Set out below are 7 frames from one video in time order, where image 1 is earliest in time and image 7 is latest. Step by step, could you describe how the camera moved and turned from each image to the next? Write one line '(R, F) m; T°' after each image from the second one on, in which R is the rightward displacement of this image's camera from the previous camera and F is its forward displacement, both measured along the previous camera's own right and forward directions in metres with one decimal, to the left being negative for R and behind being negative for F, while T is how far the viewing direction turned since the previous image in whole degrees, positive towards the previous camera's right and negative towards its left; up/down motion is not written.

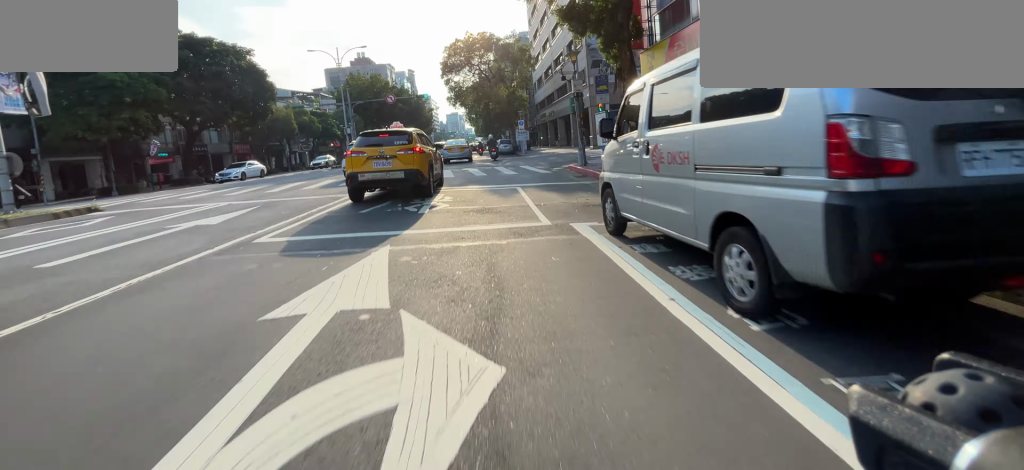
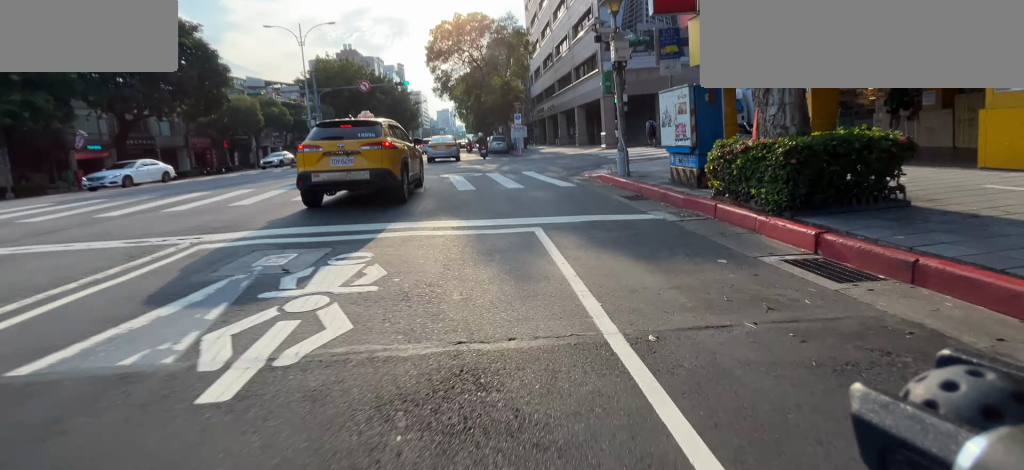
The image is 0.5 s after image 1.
(0.0, +5.7) m; 0°
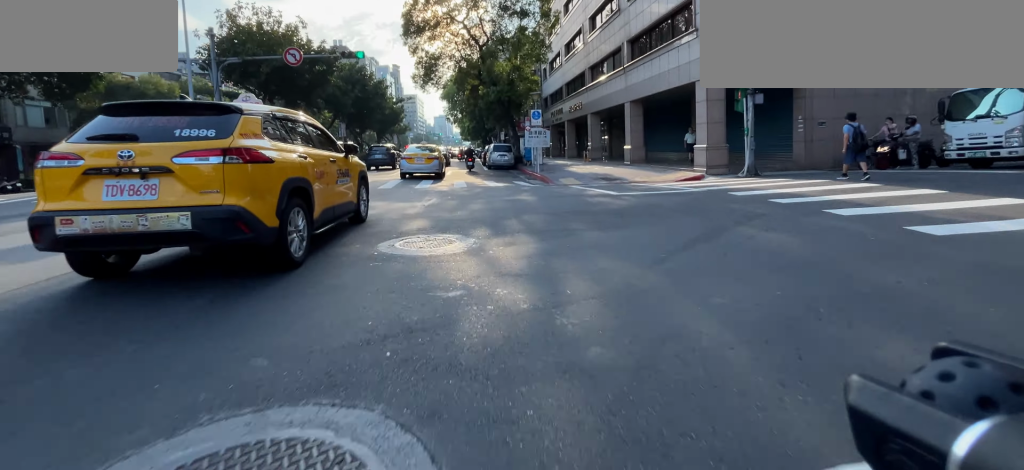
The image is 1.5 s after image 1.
(0.0, +12.8) m; 0°
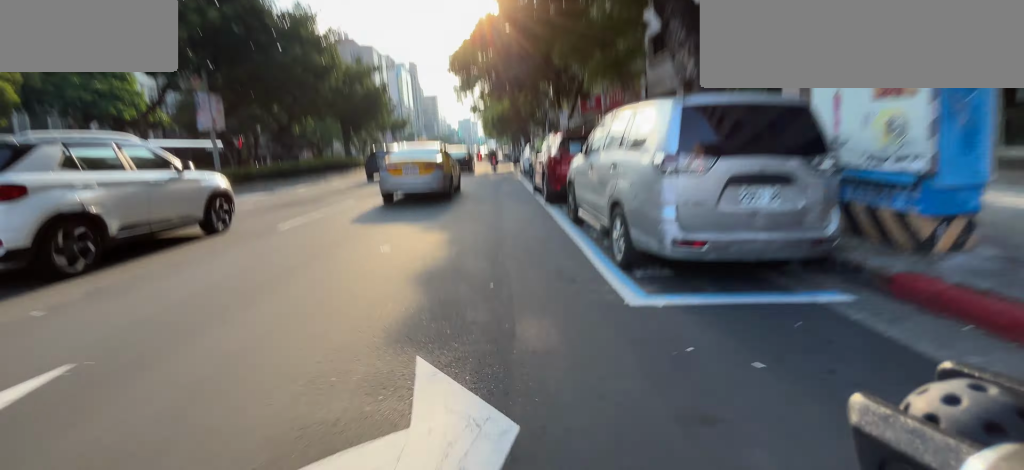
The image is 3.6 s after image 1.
(+0.1, +24.8) m; 0°
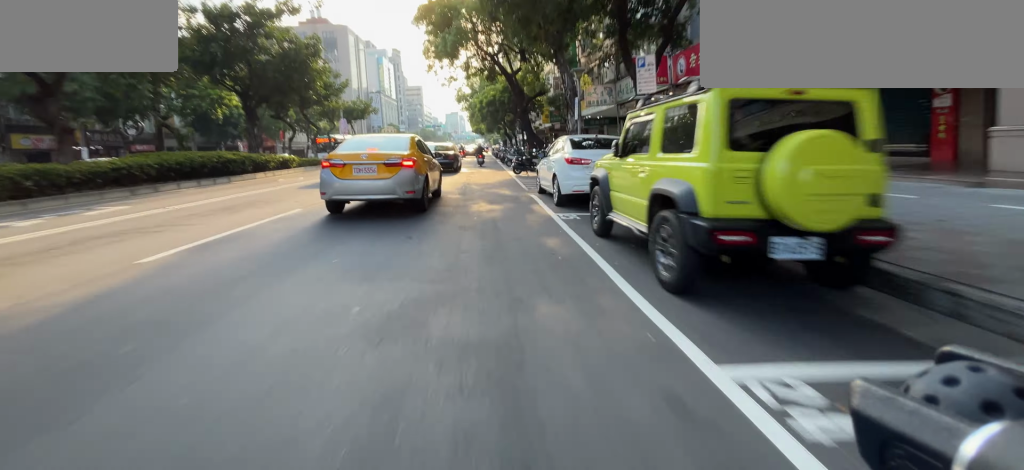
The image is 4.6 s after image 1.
(0.0, +13.0) m; 0°
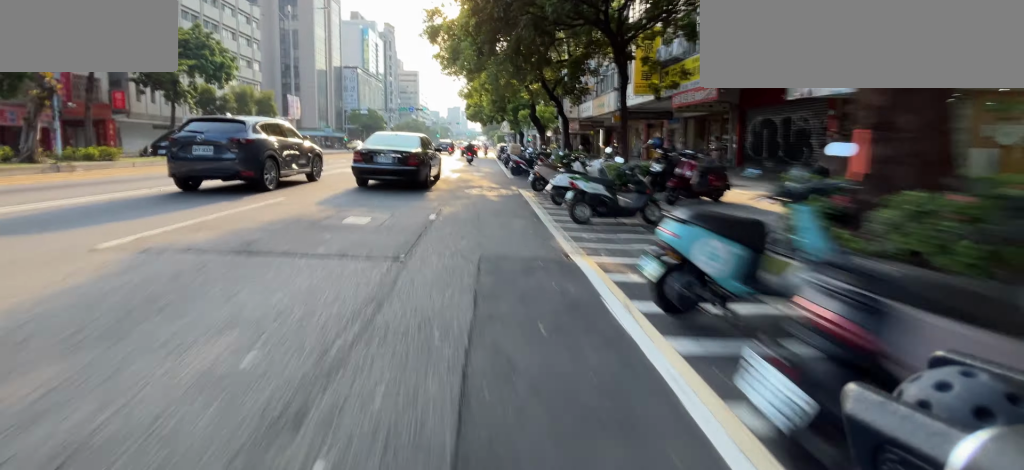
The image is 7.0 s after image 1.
(0.0, +30.9) m; 0°
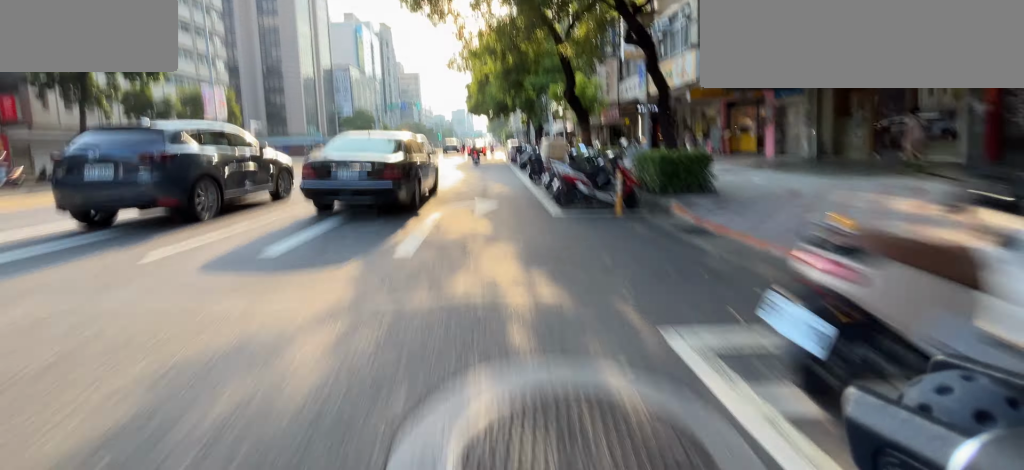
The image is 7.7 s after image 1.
(0.0, +9.9) m; 0°
